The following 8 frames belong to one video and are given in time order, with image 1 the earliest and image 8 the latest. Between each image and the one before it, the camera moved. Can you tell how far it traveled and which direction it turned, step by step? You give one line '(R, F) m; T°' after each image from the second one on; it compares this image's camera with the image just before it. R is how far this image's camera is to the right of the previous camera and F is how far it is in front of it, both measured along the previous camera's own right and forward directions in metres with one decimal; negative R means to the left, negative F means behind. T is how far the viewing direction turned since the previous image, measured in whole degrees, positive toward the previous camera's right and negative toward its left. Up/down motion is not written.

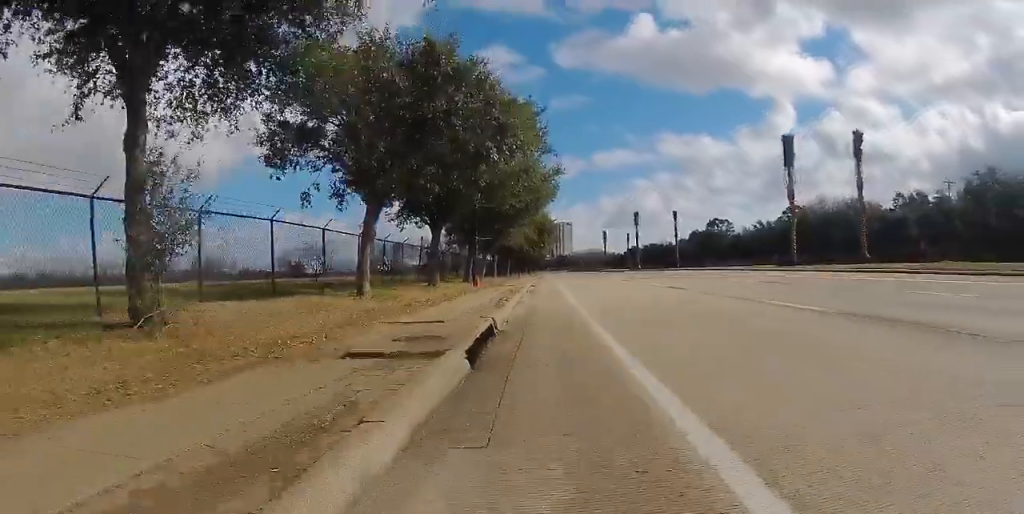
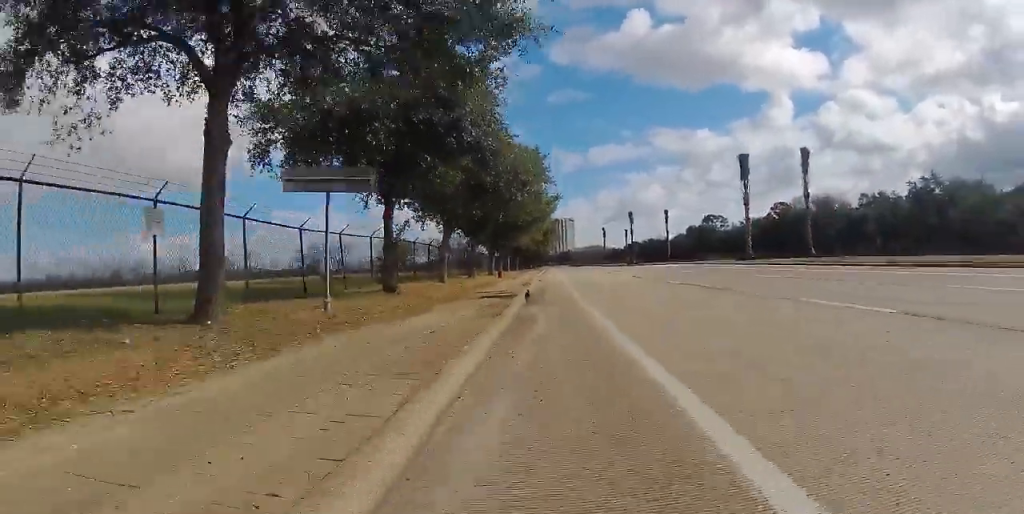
(+0.3, +11.6) m; 0°
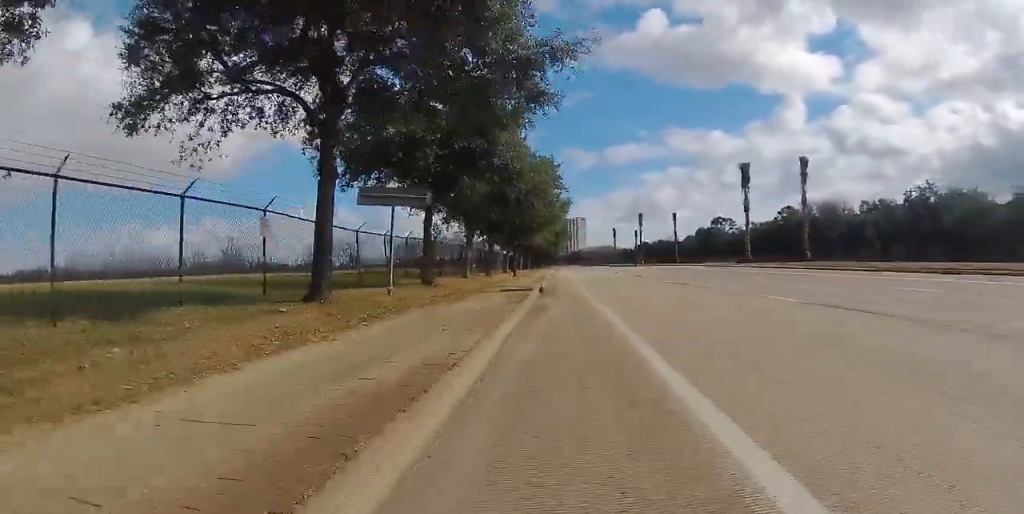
(-0.1, +3.9) m; -1°
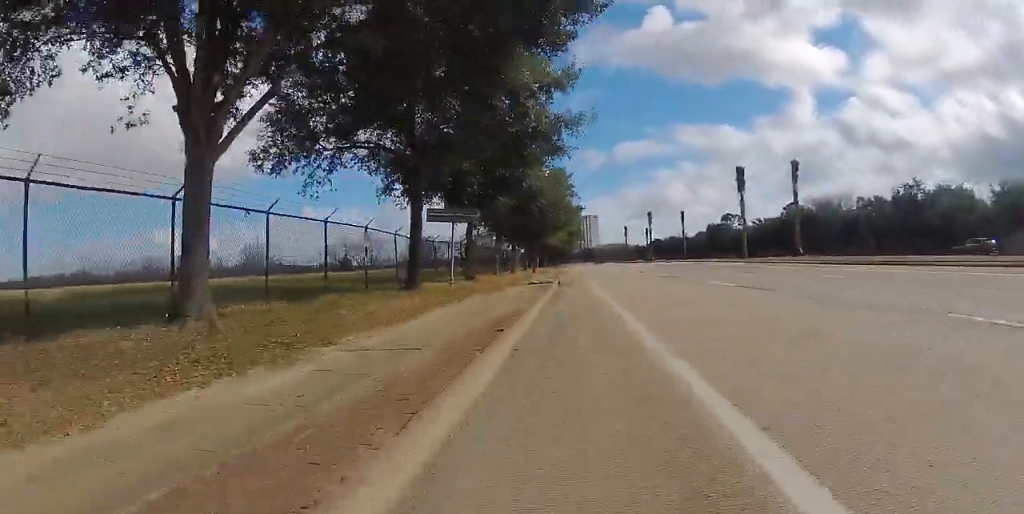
(0.0, +6.7) m; +1°
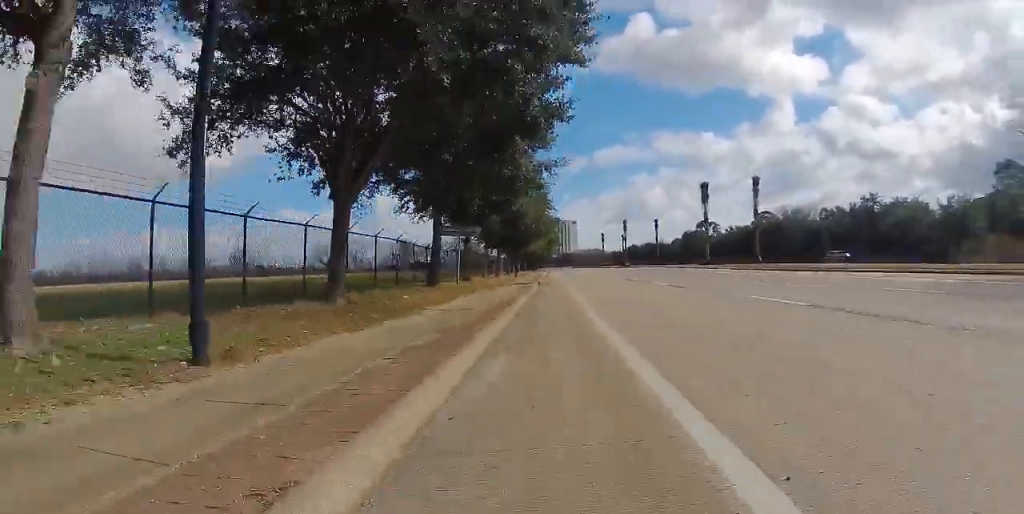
(+0.1, +7.4) m; +1°
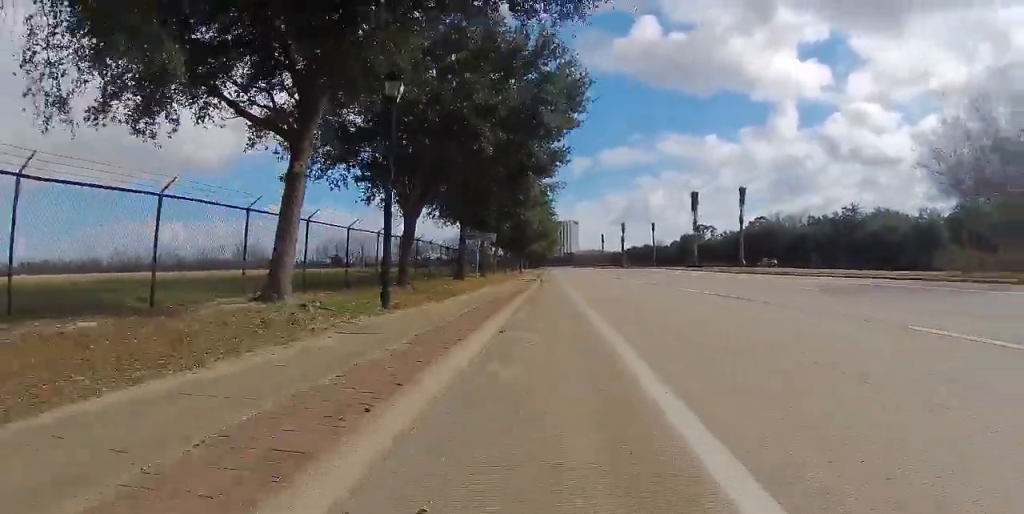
(+0.1, +7.0) m; +1°
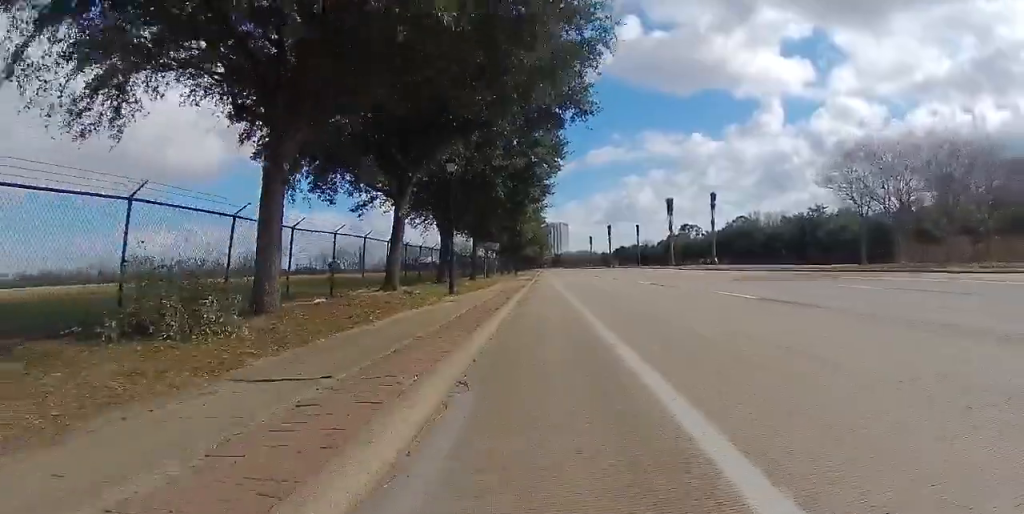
(+0.1, +9.0) m; 0°
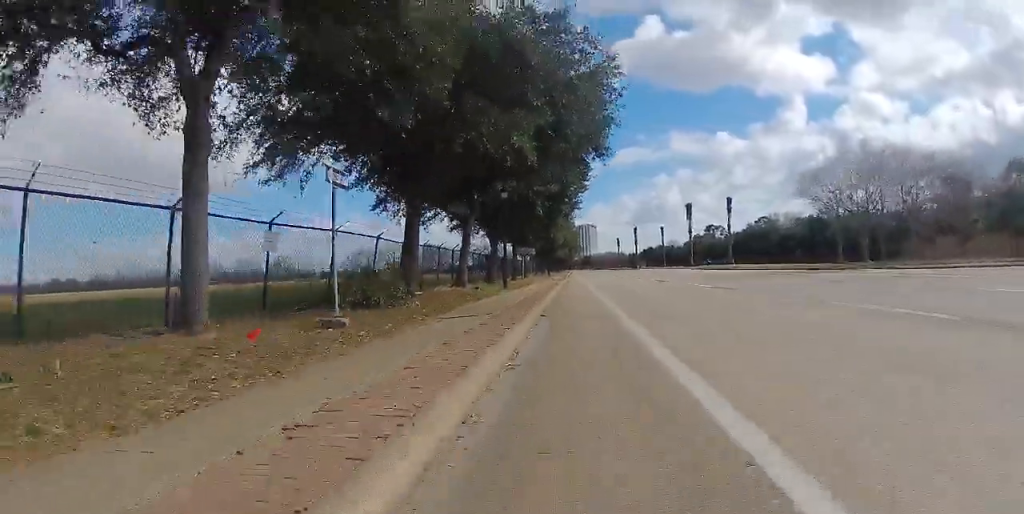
(0.0, +6.8) m; -3°
